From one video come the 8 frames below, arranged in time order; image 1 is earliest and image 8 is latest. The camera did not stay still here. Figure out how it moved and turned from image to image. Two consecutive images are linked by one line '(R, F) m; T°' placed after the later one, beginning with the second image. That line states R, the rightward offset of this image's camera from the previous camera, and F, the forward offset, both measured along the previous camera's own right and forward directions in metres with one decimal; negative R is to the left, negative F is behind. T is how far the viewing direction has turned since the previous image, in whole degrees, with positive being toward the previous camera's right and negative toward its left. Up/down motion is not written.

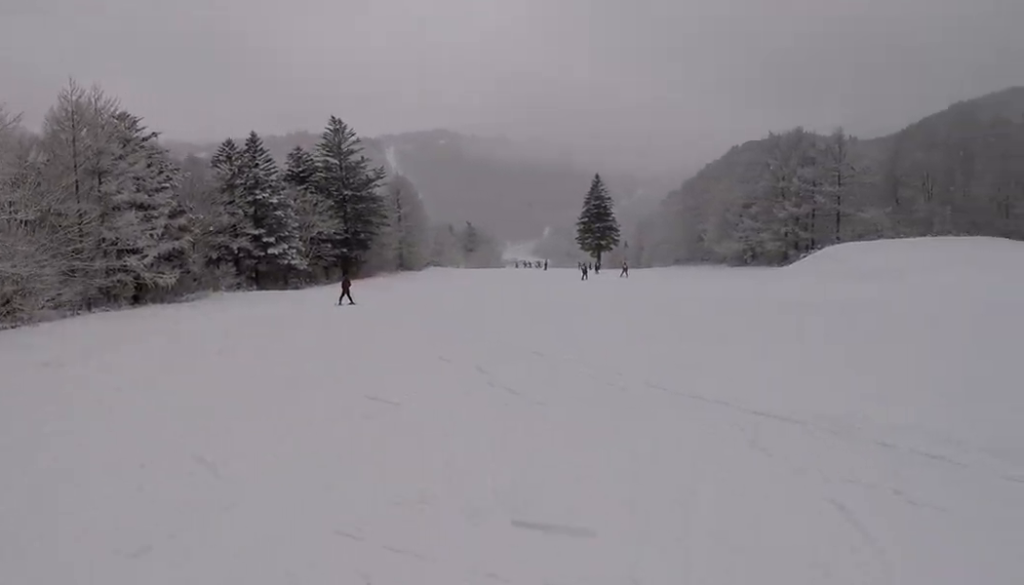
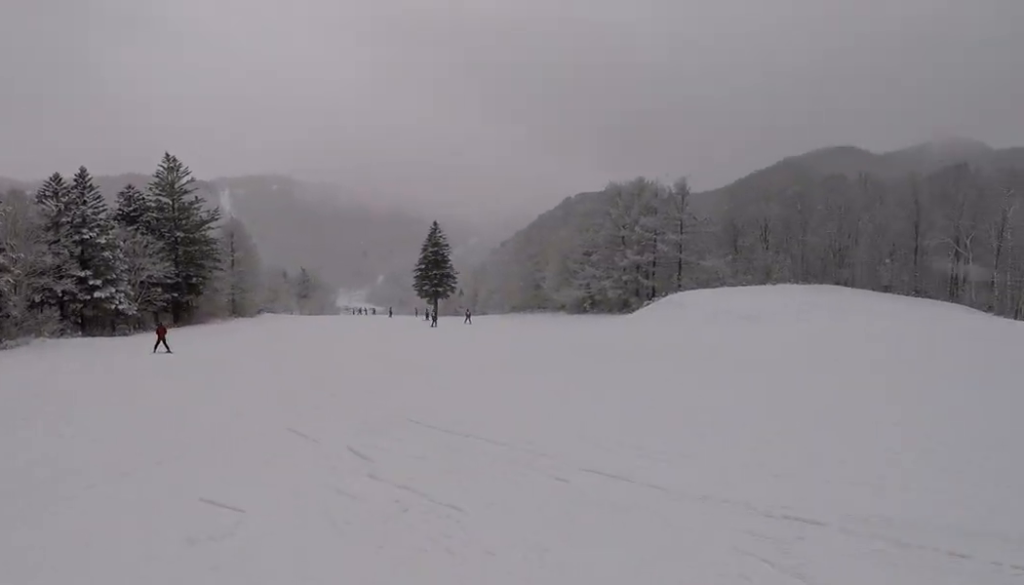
(+0.1, +2.4) m; +5°
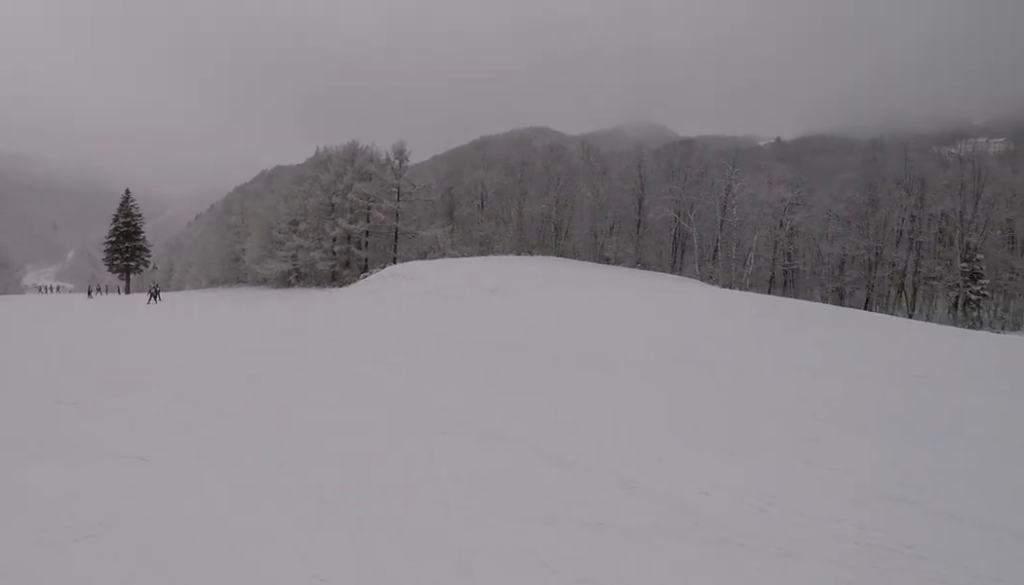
(+1.4, +6.9) m; +34°
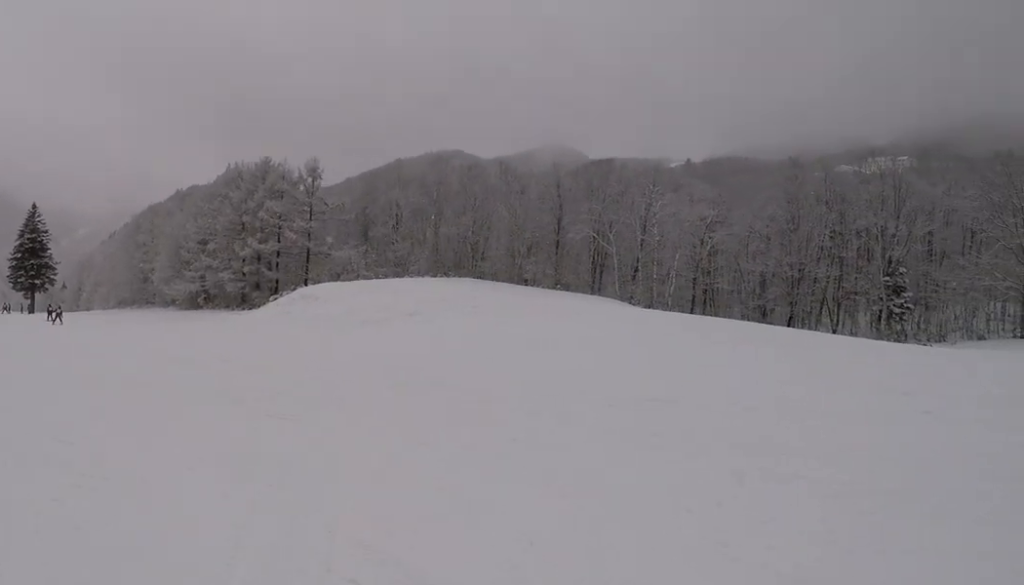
(+0.5, +3.2) m; +11°
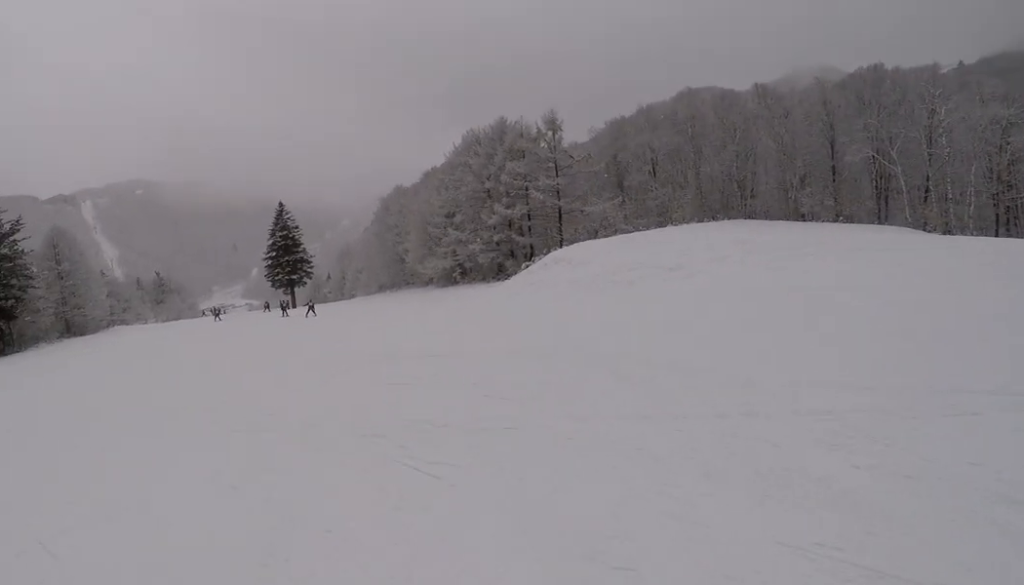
(+0.7, +4.5) m; -6°
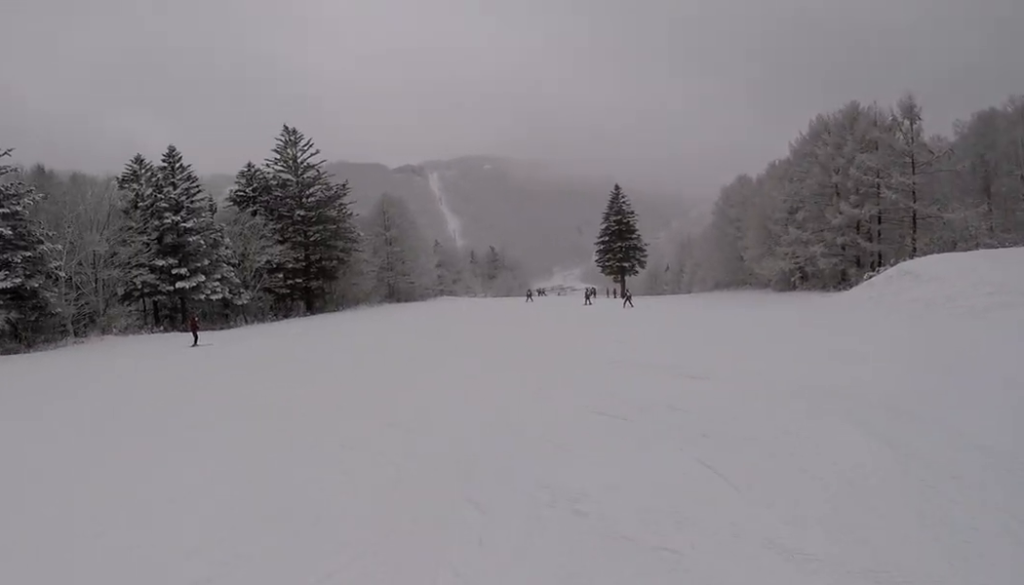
(-1.1, +3.3) m; -19°
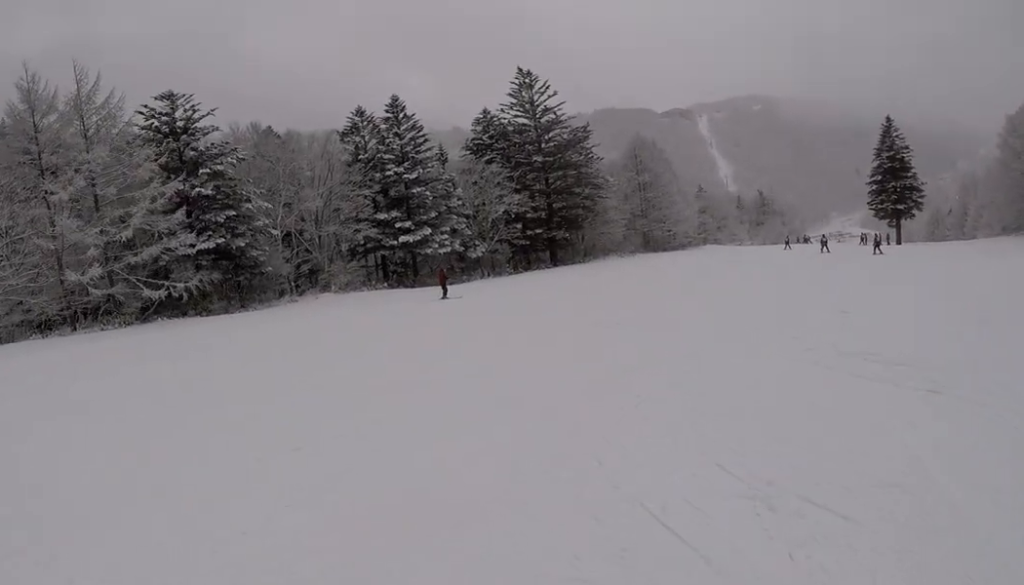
(-0.9, +5.5) m; -32°
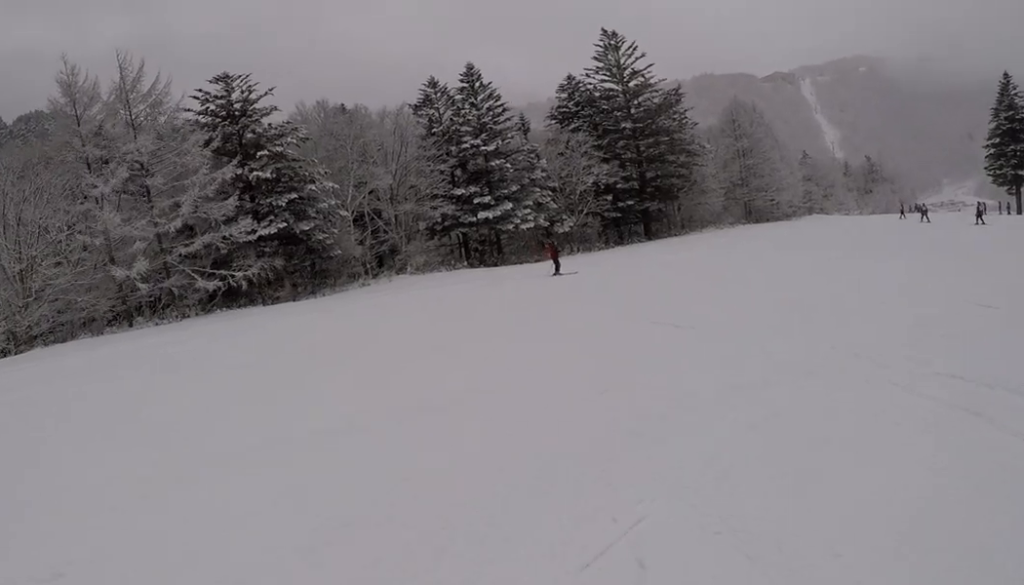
(-1.6, +3.5) m; -11°
